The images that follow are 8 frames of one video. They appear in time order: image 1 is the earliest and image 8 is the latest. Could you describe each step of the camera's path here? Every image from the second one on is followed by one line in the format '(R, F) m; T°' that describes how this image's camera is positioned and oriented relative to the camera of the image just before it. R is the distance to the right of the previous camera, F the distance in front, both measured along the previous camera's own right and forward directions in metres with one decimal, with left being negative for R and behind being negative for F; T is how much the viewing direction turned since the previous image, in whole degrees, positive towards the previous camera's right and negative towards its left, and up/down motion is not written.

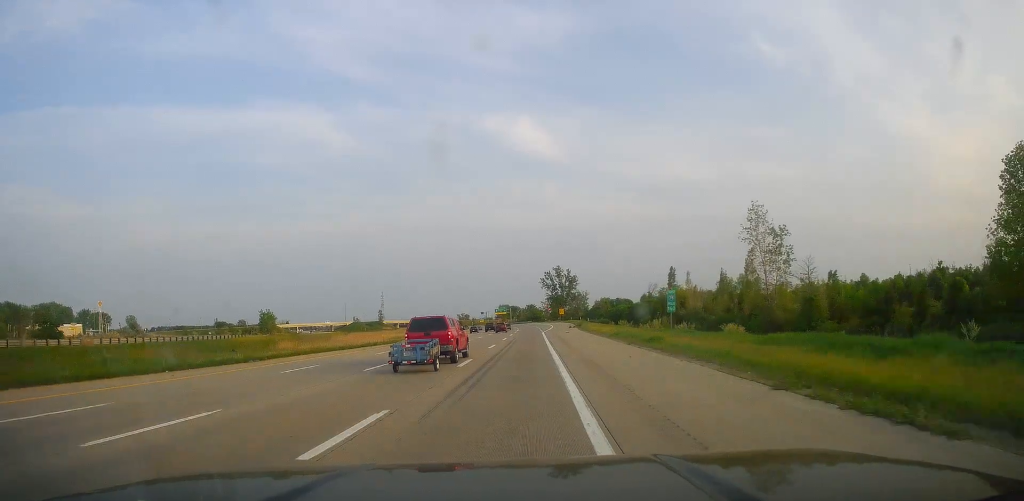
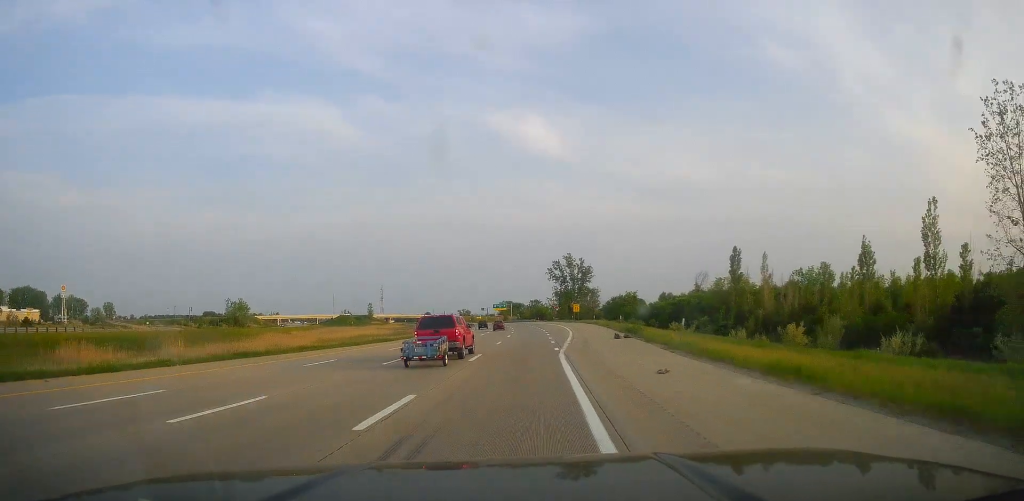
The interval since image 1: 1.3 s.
(+0.2, +43.4) m; -1°
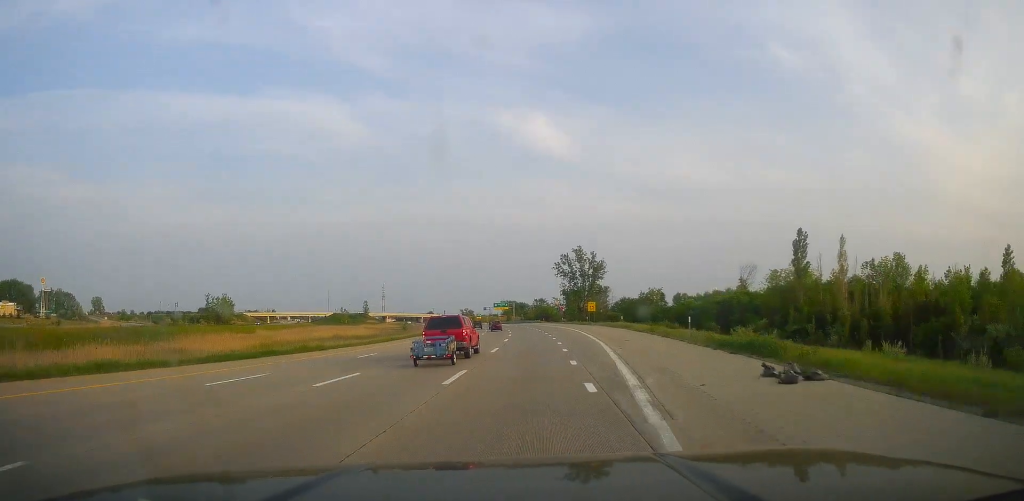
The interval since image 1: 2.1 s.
(-0.5, +23.9) m; -1°
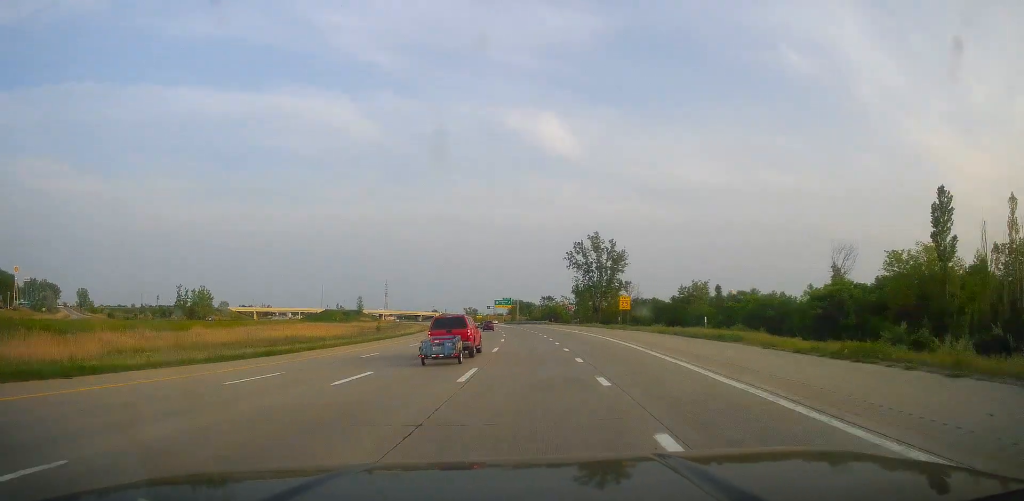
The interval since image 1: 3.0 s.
(-0.1, +29.4) m; 0°
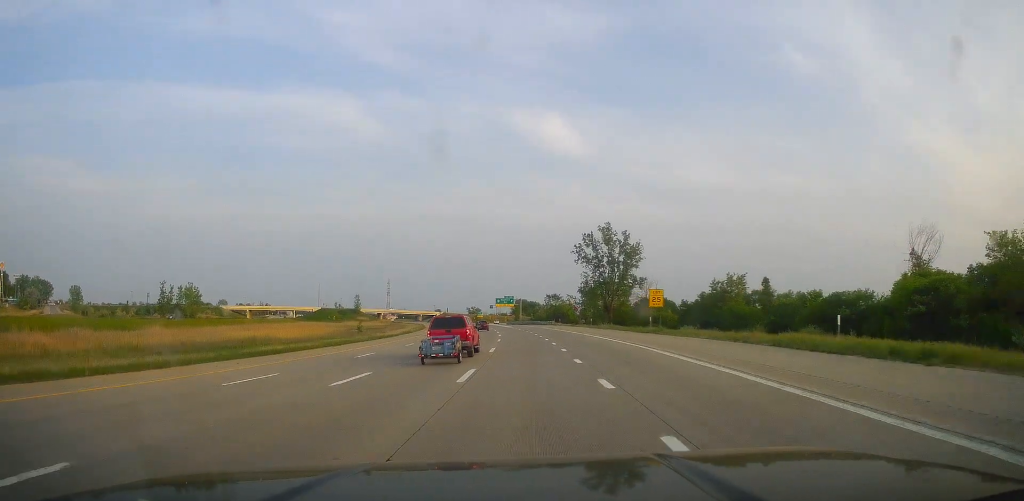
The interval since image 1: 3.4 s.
(0.0, +15.2) m; 0°
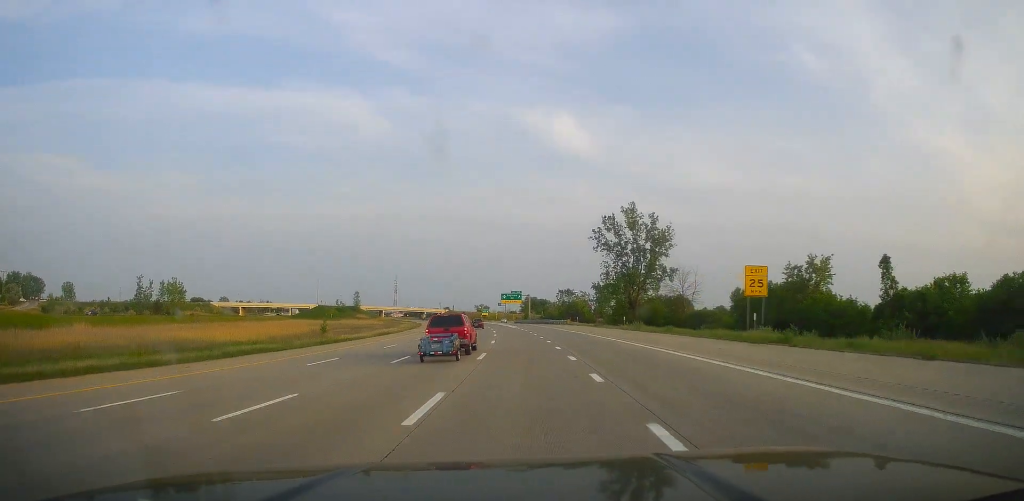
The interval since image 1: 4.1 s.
(+0.1, +21.8) m; -1°
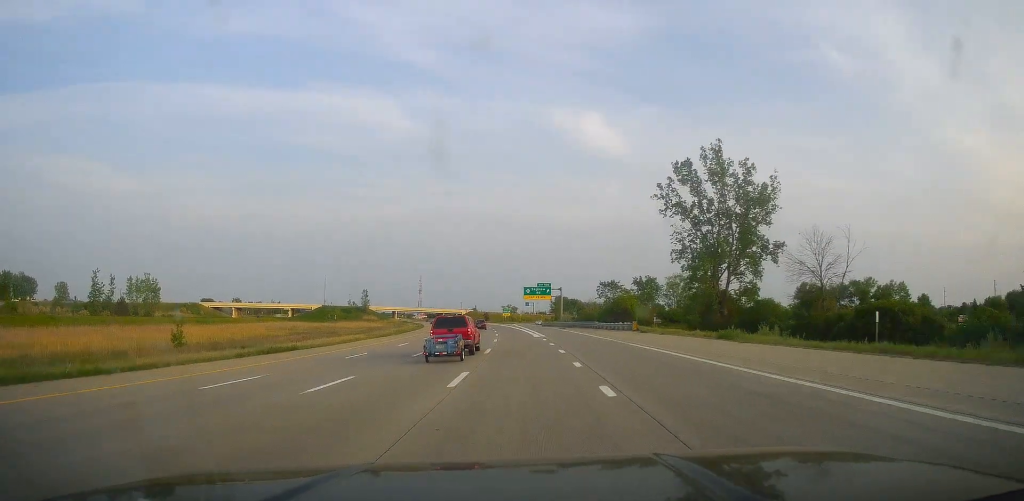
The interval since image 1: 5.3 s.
(-0.9, +40.2) m; -2°
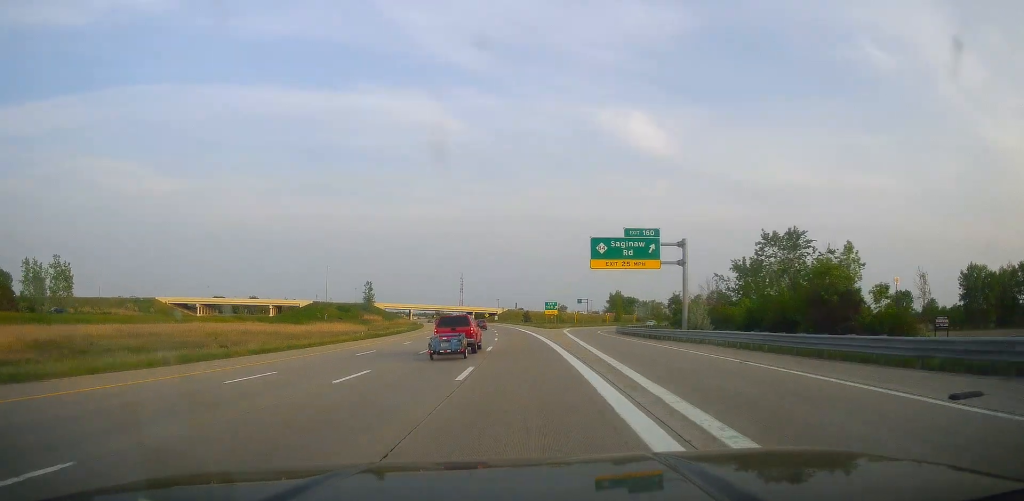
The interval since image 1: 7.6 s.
(-2.8, +74.3) m; -4°
